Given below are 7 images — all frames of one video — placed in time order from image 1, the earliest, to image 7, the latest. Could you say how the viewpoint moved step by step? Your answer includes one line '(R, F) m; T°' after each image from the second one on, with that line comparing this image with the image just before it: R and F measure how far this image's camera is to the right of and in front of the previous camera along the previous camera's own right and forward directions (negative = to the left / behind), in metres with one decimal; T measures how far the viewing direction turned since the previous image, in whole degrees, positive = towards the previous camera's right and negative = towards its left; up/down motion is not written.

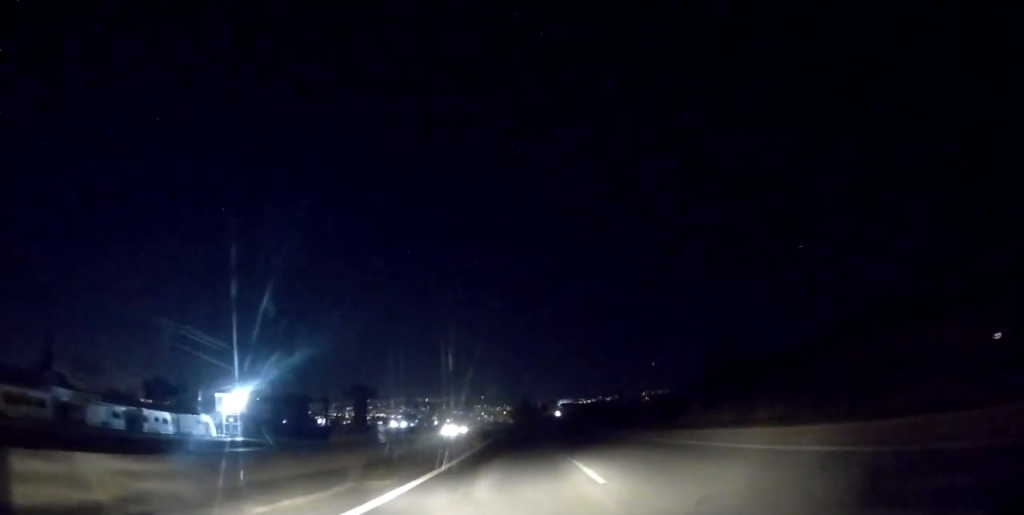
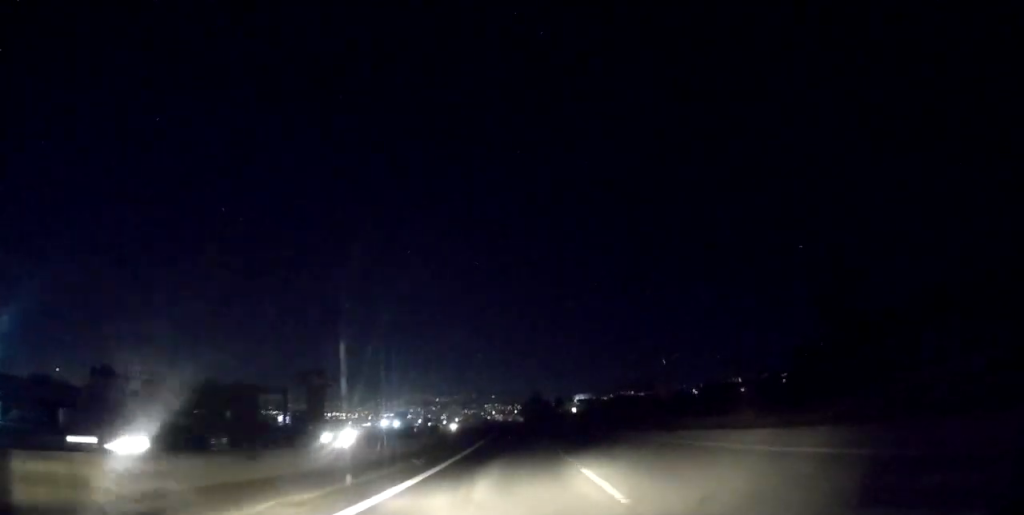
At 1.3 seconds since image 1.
(-0.4, +38.6) m; -1°
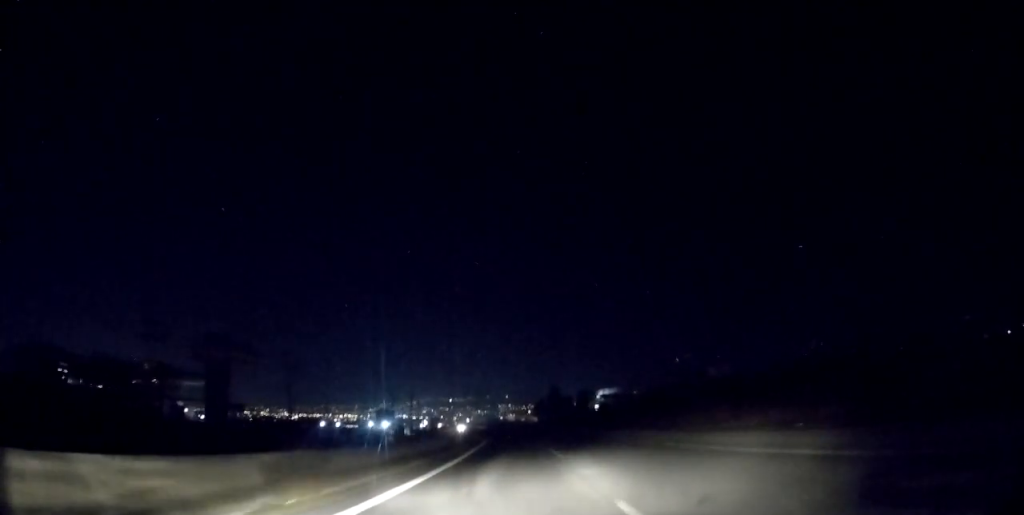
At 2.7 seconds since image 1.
(-0.5, +41.0) m; -1°
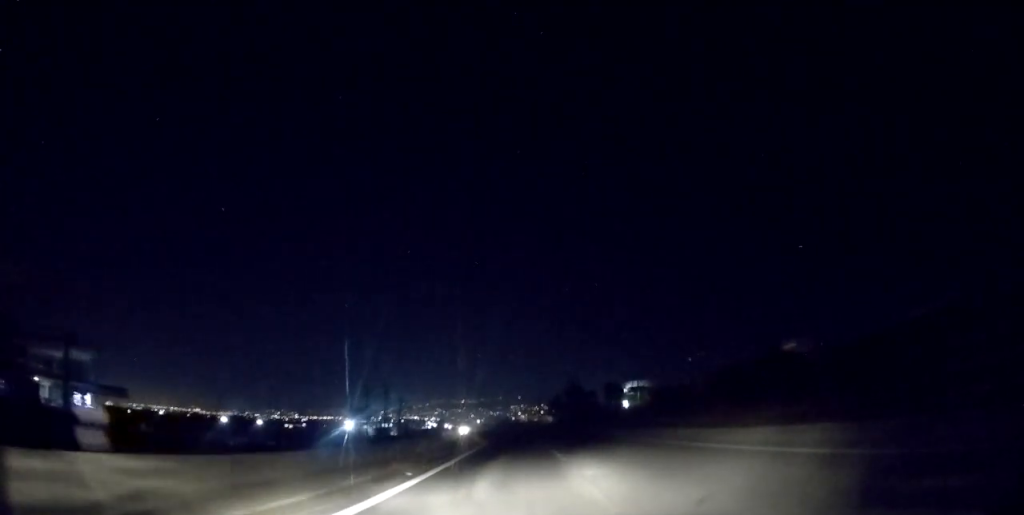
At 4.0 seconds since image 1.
(-0.3, +38.2) m; -1°
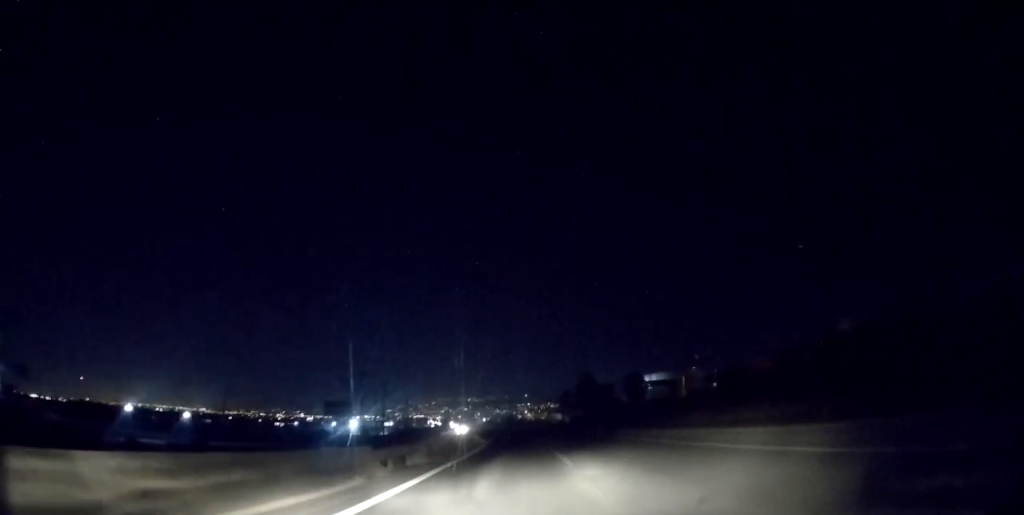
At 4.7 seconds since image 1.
(-0.2, +18.9) m; -1°
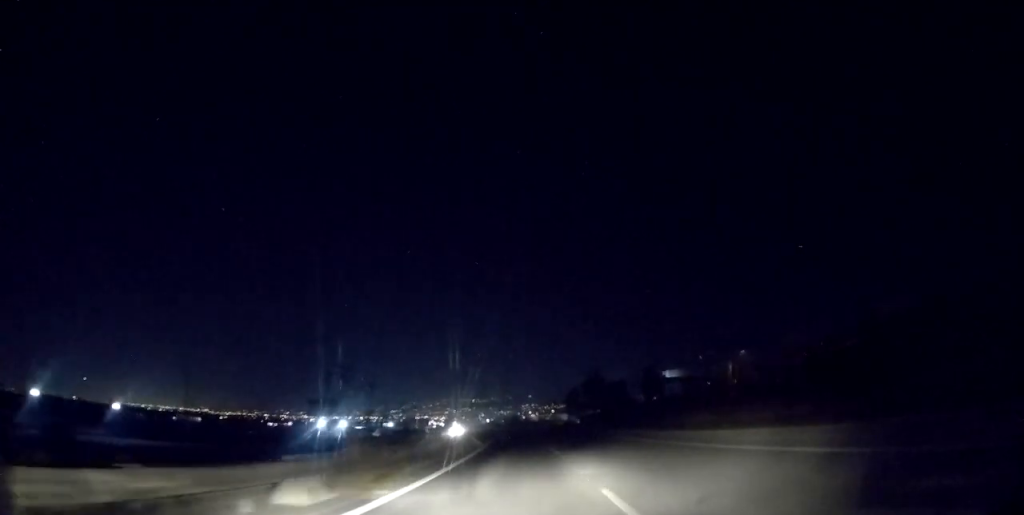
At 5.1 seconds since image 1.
(-0.2, +12.1) m; 0°
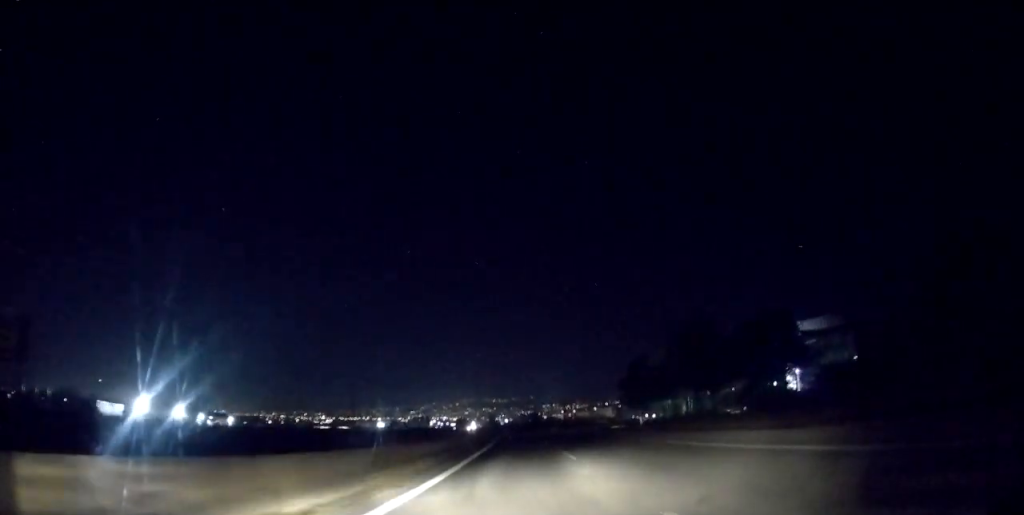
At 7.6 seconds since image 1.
(-1.4, +74.9) m; -2°
